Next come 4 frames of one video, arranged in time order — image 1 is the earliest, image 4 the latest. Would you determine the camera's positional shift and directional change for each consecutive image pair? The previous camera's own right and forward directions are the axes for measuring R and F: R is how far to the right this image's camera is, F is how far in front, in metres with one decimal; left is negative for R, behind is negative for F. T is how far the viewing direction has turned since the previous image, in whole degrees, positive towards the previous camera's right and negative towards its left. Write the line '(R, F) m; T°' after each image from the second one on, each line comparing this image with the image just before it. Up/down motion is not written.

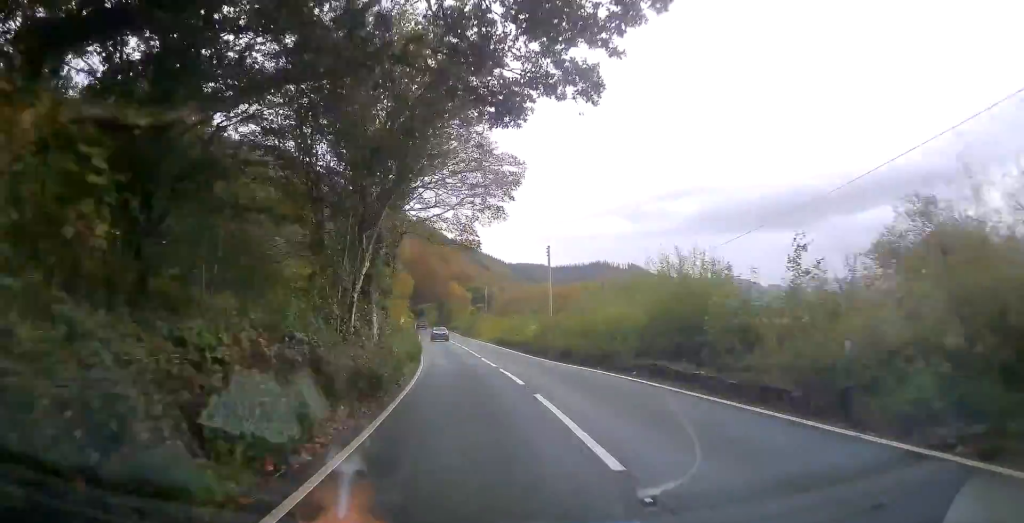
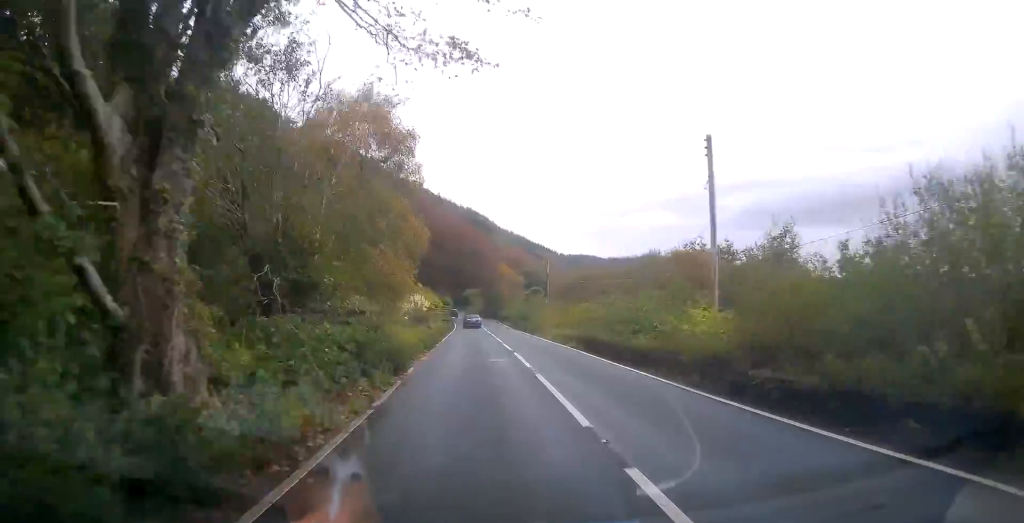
(-1.3, +23.9) m; -5°
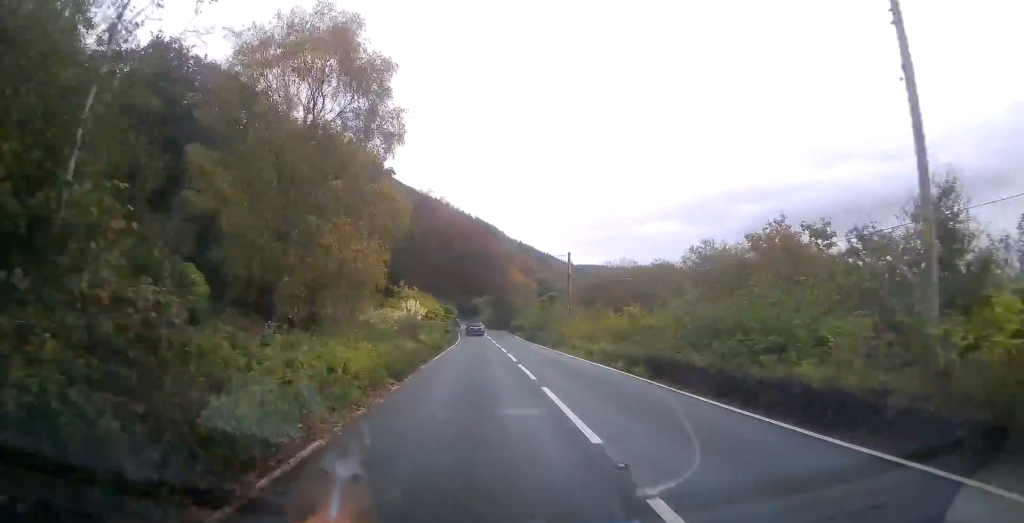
(-0.1, +9.7) m; -1°
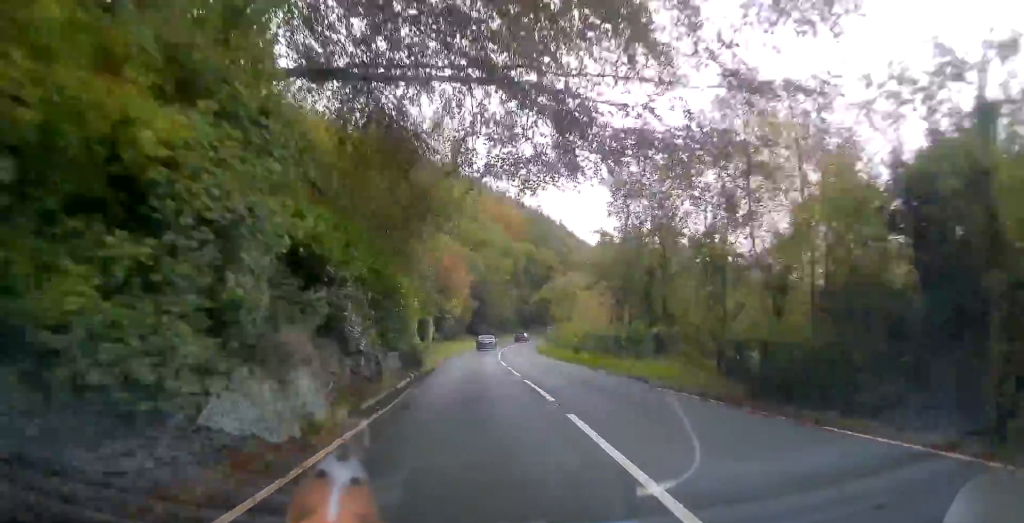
(-2.7, +82.2) m; -5°
